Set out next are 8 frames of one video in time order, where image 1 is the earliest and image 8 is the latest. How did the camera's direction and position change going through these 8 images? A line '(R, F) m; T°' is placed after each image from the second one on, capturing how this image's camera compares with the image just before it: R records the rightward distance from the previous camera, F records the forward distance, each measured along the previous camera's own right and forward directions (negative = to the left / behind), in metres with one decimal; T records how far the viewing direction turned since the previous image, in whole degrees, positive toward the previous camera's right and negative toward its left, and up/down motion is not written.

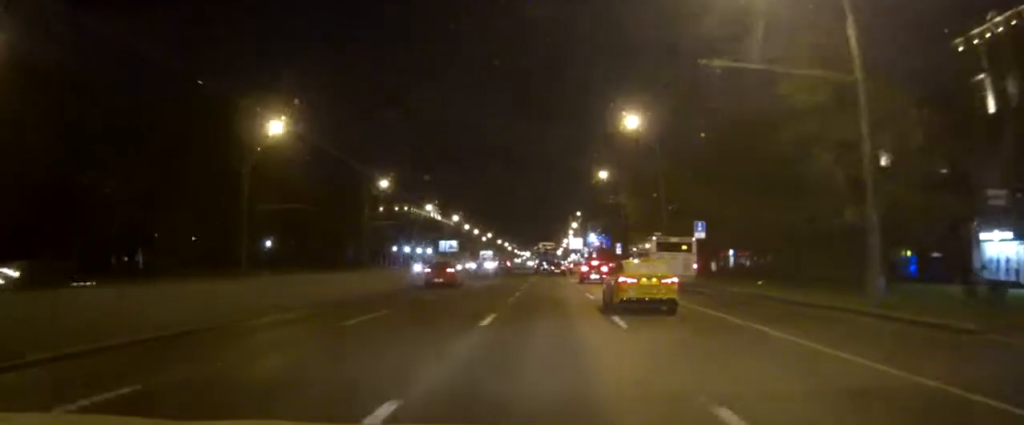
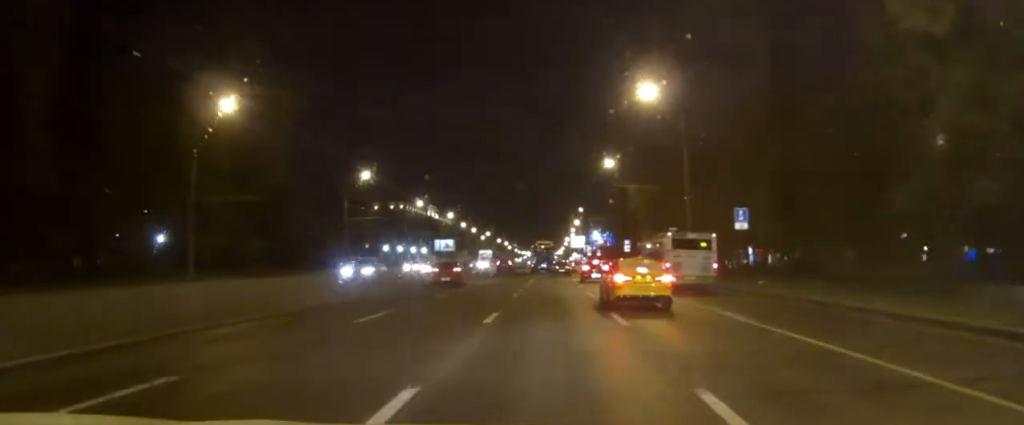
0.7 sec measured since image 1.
(0.0, +11.1) m; 0°
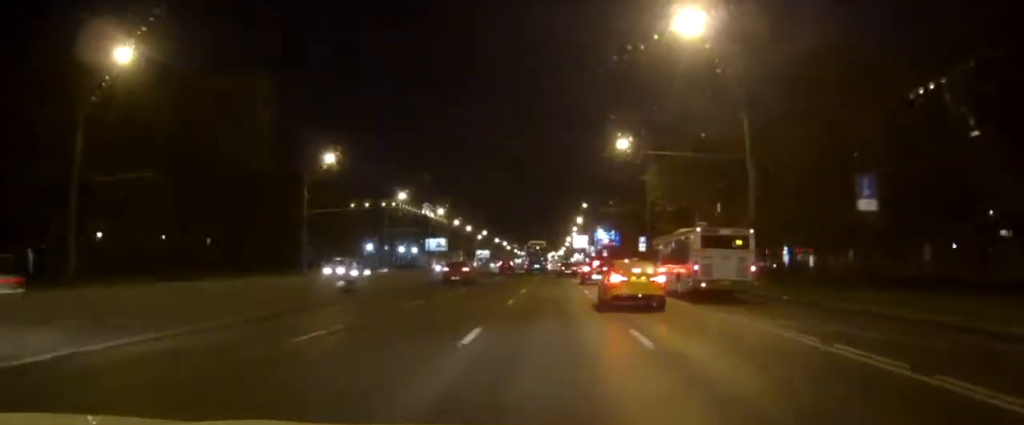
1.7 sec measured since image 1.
(+0.1, +16.7) m; 0°
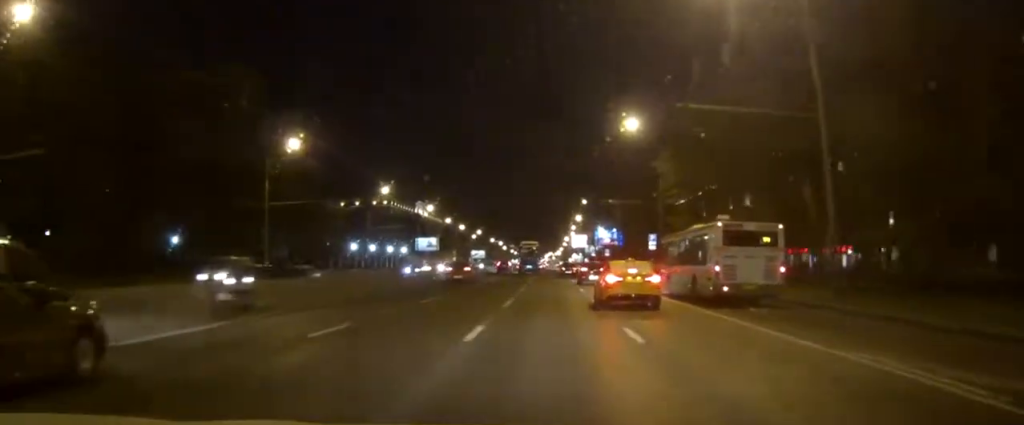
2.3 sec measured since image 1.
(0.0, +11.0) m; 0°
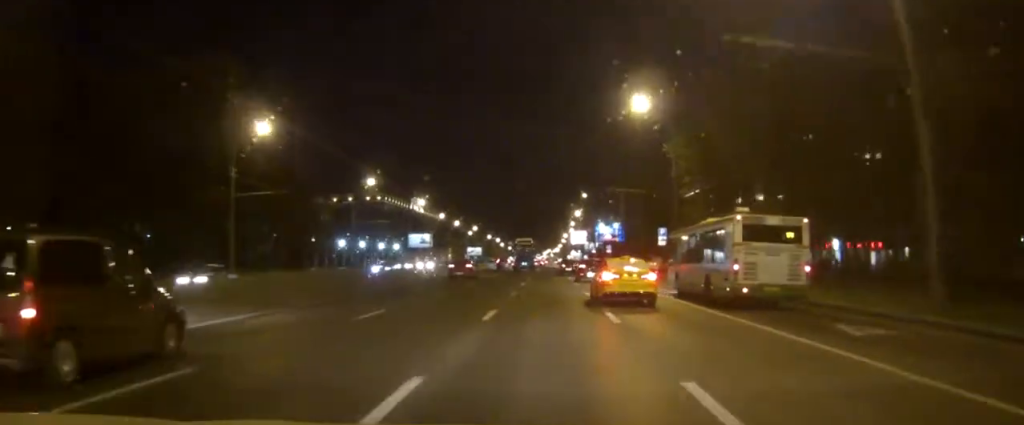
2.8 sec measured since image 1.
(0.0, +7.7) m; 0°
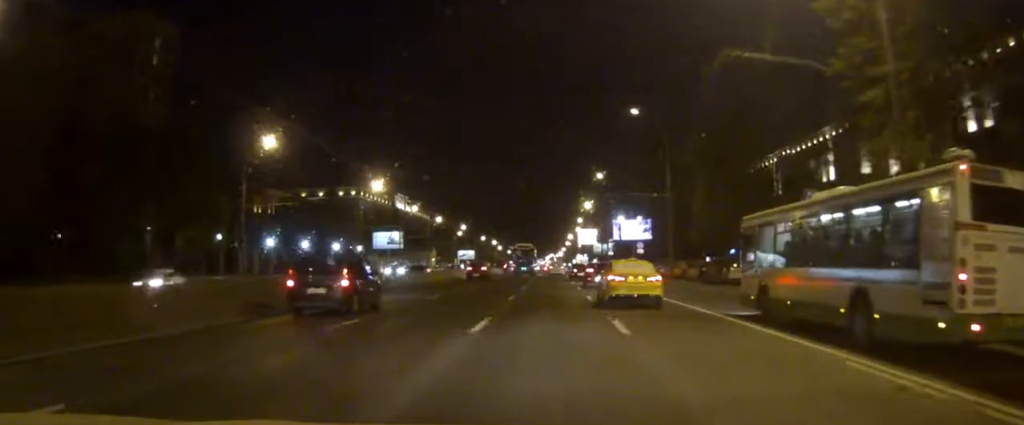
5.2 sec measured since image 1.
(0.0, +39.0) m; 0°
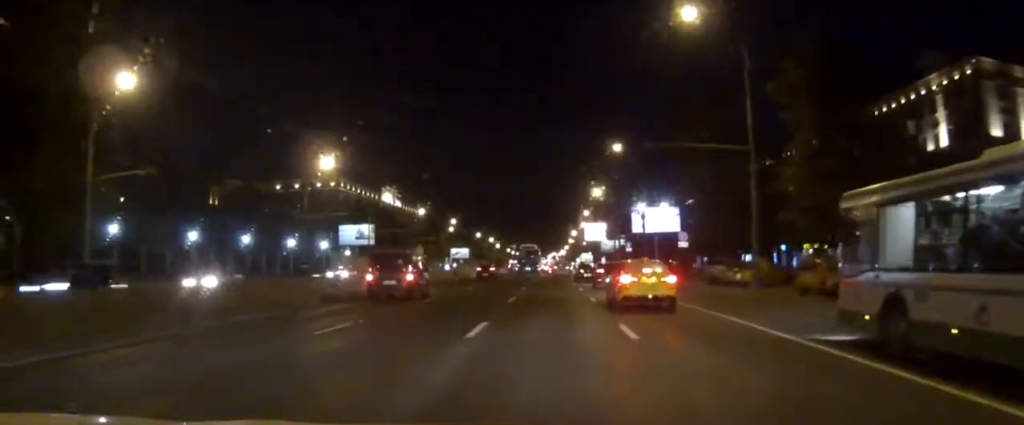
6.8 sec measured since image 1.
(-0.1, +25.0) m; 0°
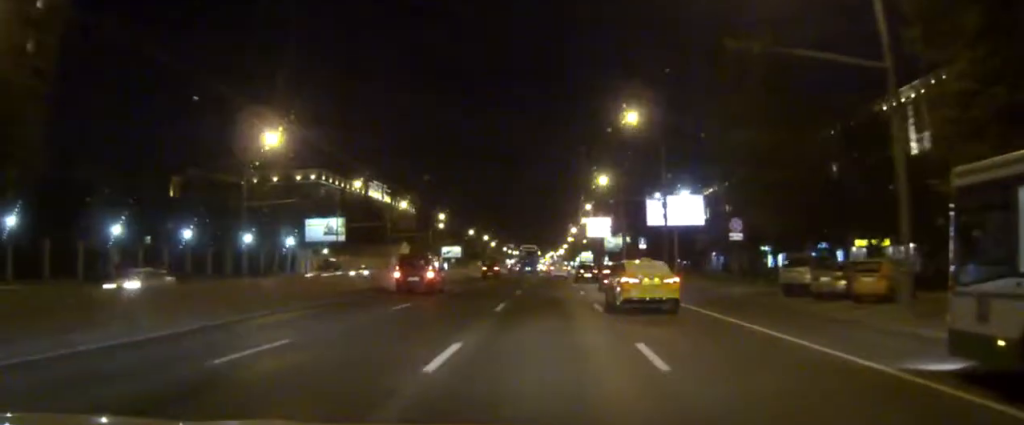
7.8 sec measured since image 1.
(-0.1, +16.4) m; 0°
